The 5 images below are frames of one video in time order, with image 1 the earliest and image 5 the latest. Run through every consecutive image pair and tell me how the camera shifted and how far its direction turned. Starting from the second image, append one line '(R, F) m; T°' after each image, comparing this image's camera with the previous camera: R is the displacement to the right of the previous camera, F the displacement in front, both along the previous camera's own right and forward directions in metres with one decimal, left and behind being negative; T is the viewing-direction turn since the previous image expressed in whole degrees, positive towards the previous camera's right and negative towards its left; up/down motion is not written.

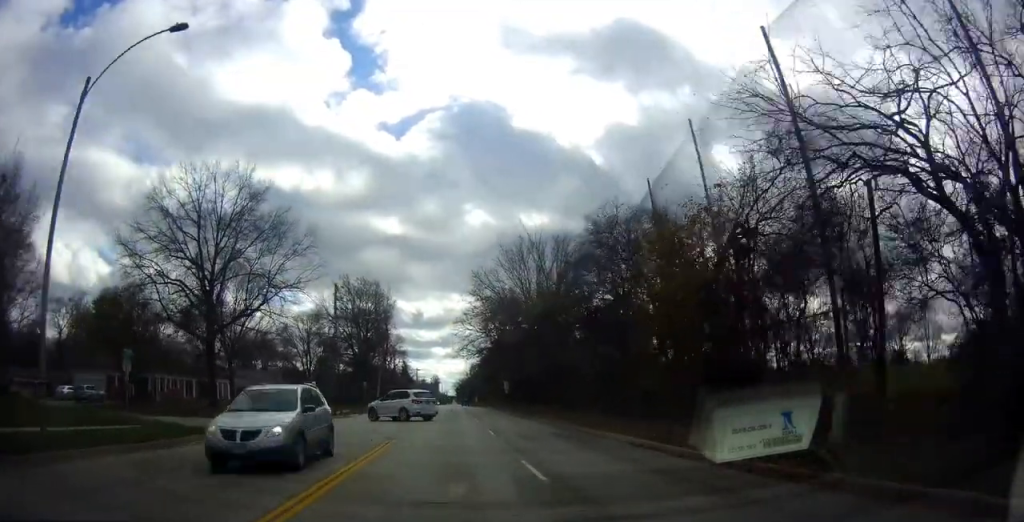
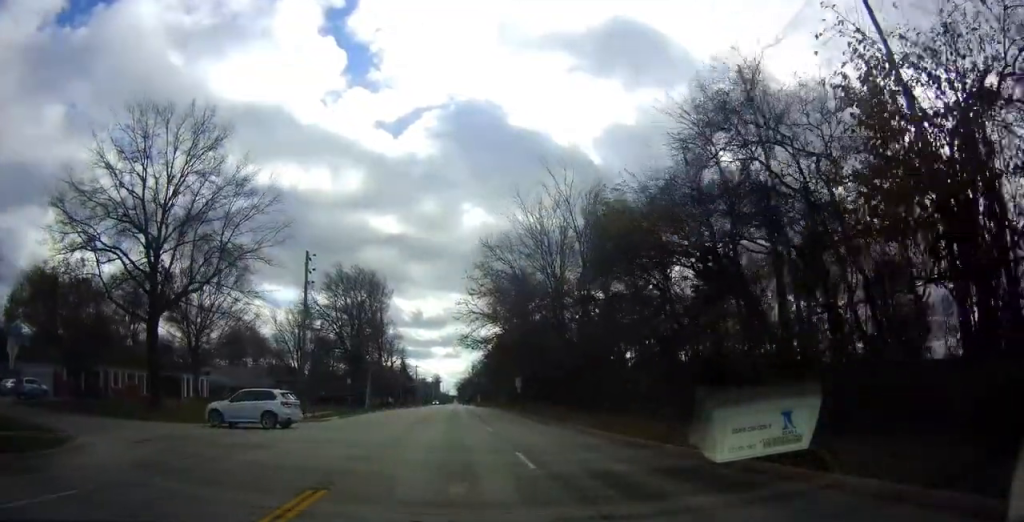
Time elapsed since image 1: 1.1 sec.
(+0.8, +9.0) m; +5°
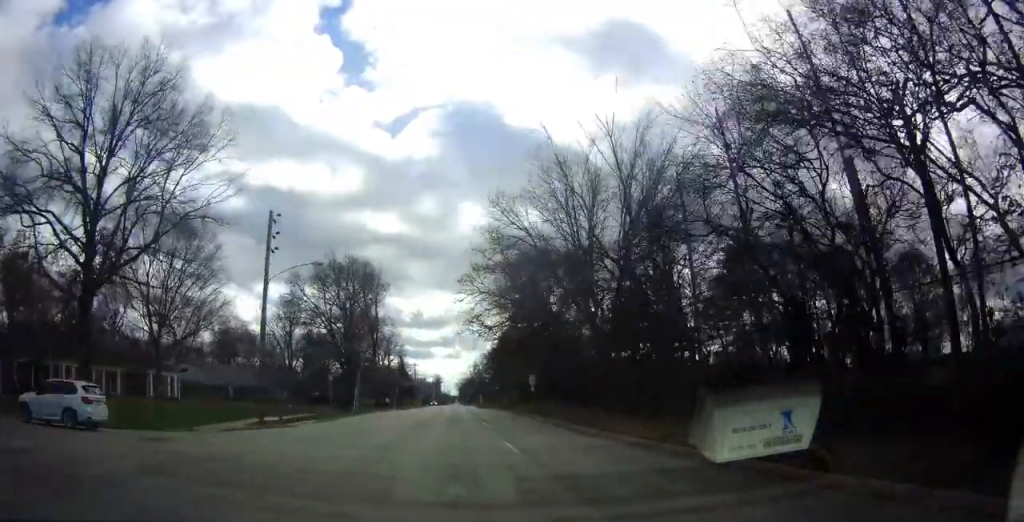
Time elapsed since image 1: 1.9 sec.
(0.0, +7.0) m; 0°
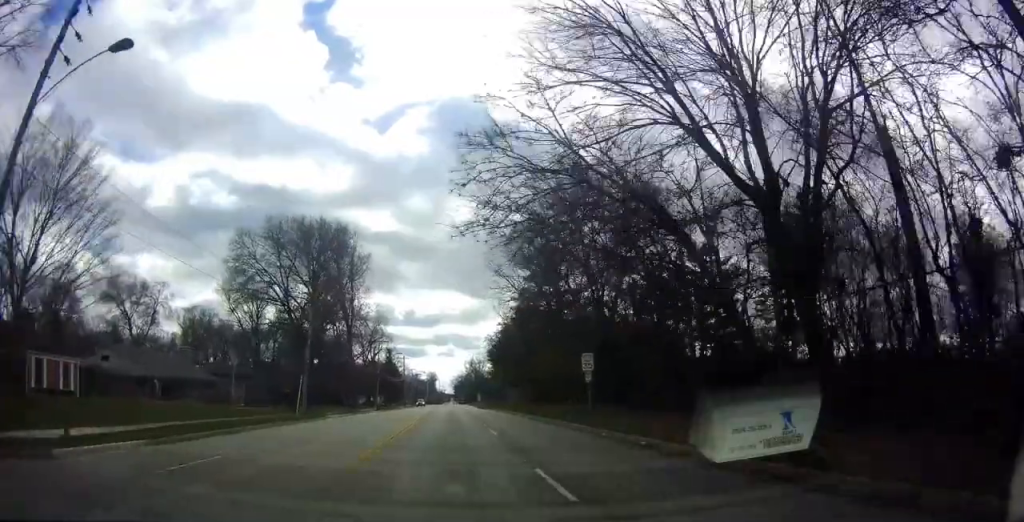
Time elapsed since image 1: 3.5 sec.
(0.0, +16.6) m; 0°
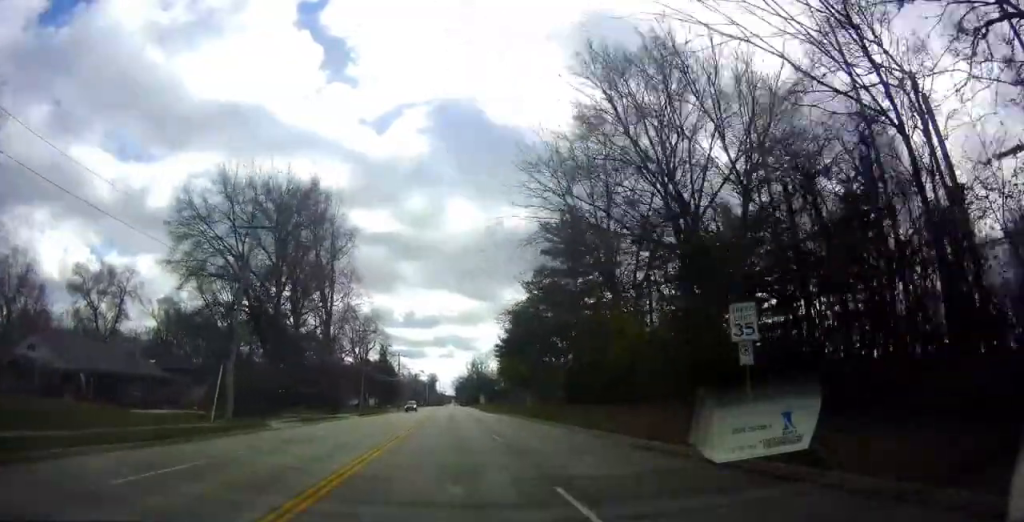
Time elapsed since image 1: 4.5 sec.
(0.0, +11.8) m; 0°
